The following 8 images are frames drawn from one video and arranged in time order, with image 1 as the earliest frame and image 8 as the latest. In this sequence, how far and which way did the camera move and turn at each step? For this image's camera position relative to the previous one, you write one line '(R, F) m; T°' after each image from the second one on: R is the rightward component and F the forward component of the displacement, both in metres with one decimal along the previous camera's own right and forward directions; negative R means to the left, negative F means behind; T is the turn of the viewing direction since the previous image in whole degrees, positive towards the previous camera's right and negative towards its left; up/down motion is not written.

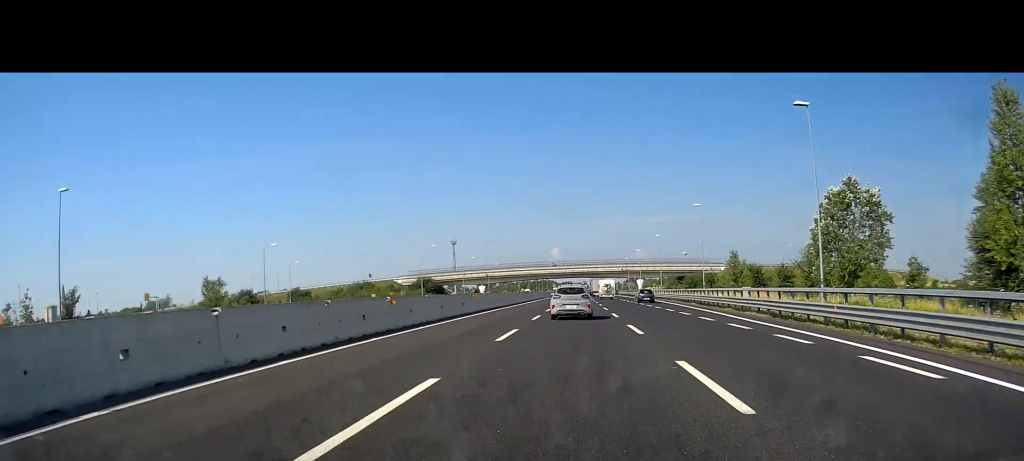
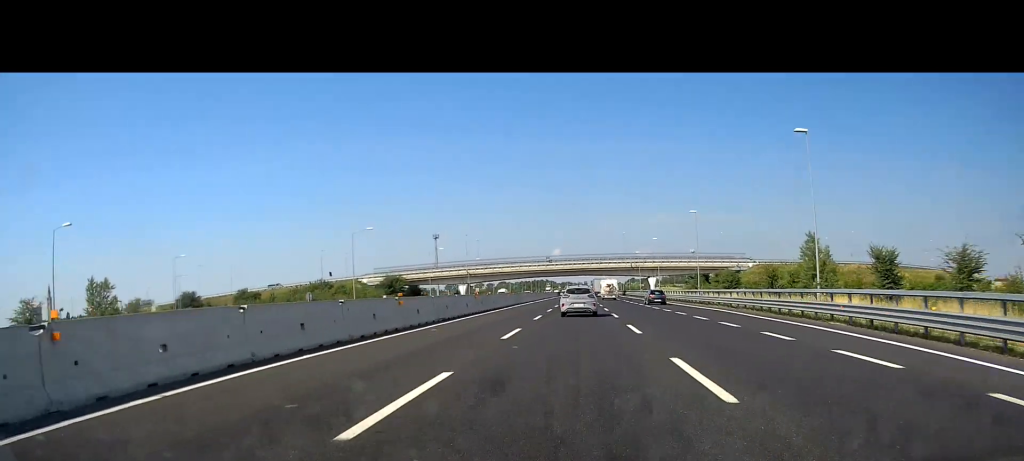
(-0.1, +34.8) m; -1°
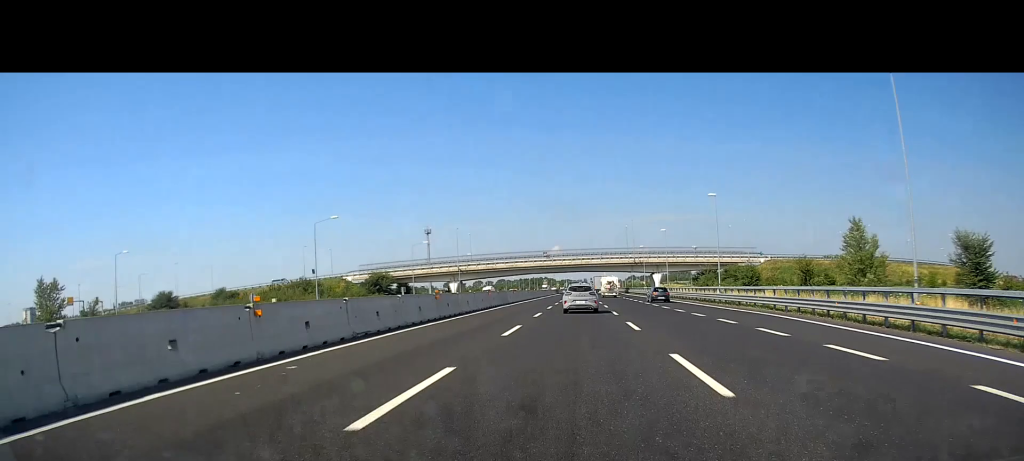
(-0.2, +11.7) m; 0°
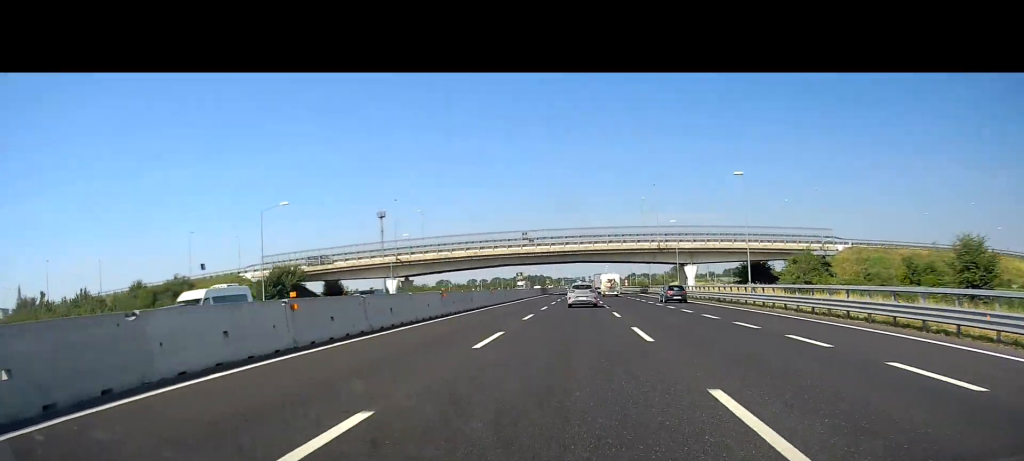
(-0.1, +52.4) m; 0°
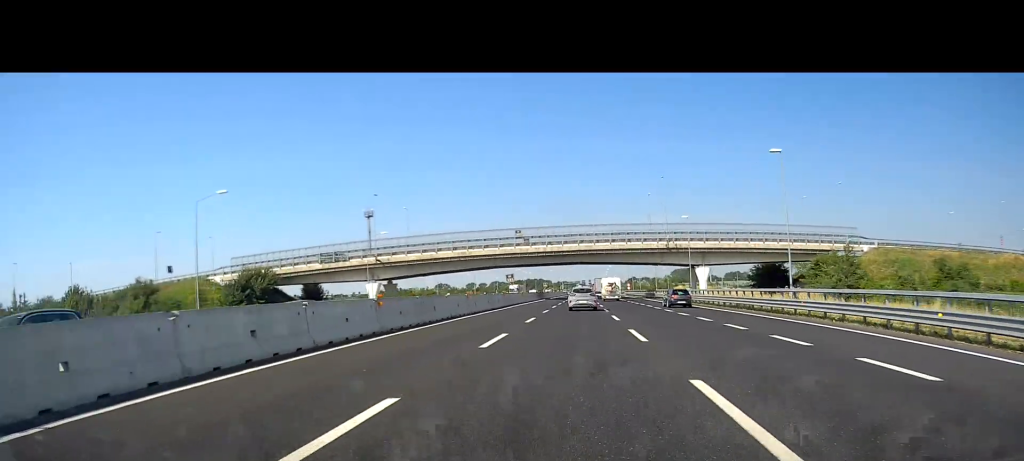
(0.0, +10.9) m; 0°
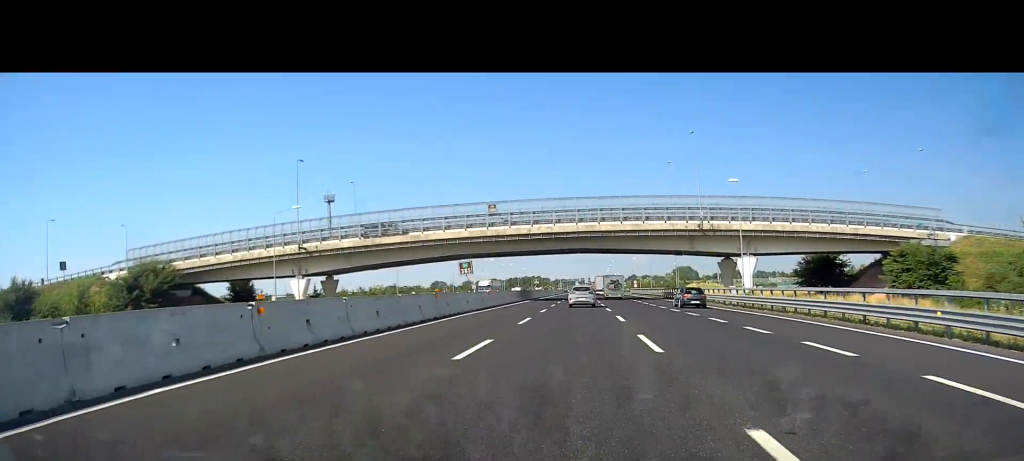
(-0.1, +27.2) m; +1°
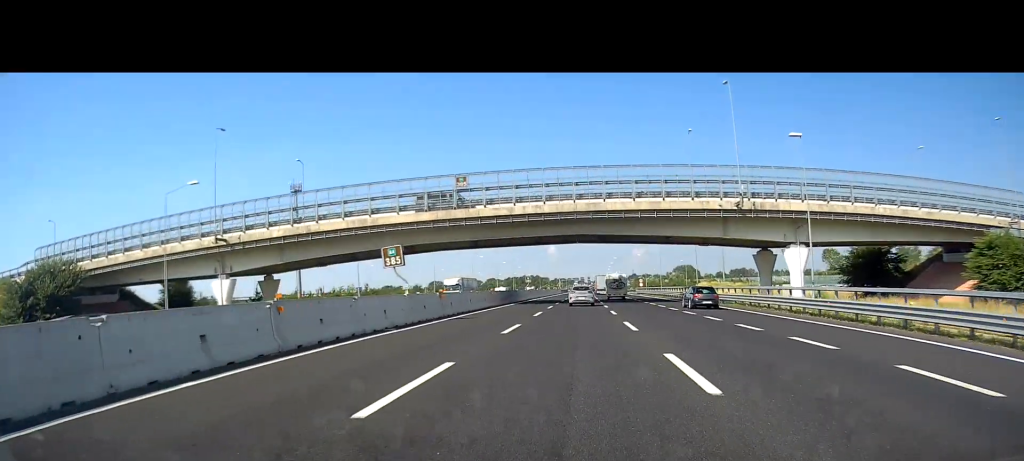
(+0.3, +17.2) m; 0°
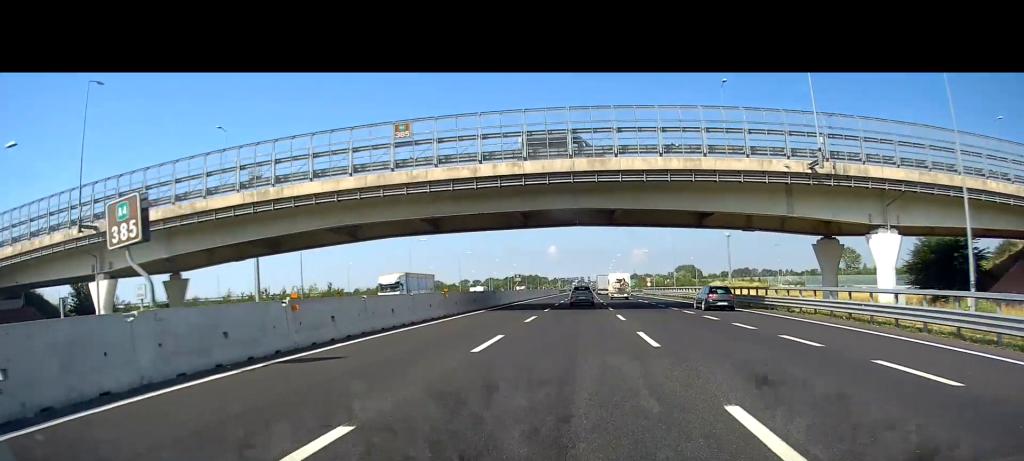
(+0.2, +17.2) m; 0°
